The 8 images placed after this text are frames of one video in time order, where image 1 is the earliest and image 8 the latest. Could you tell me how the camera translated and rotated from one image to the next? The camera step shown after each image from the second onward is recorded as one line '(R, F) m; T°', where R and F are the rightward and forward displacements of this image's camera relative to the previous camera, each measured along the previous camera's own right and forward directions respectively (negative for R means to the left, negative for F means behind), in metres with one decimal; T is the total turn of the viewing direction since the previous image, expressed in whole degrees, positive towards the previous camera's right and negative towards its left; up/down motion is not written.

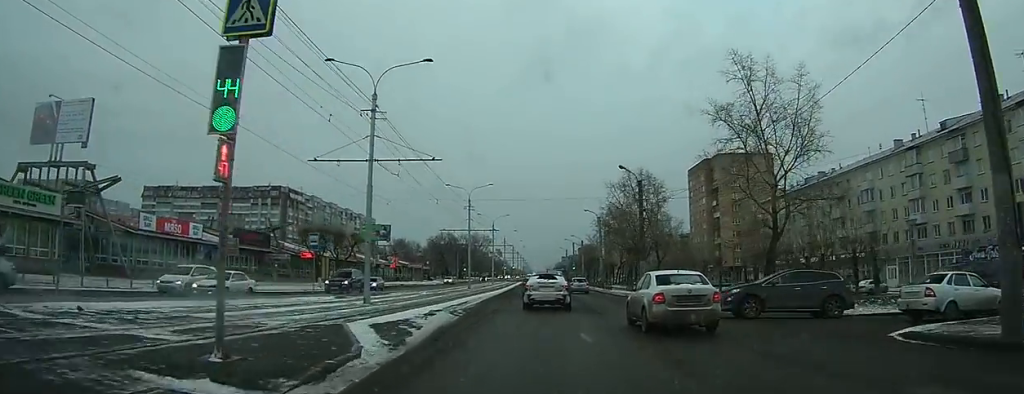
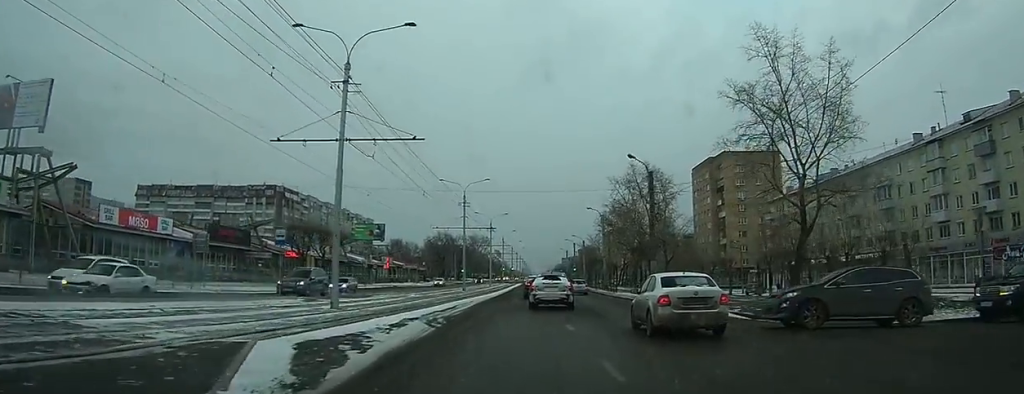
(0.0, +4.6) m; +1°
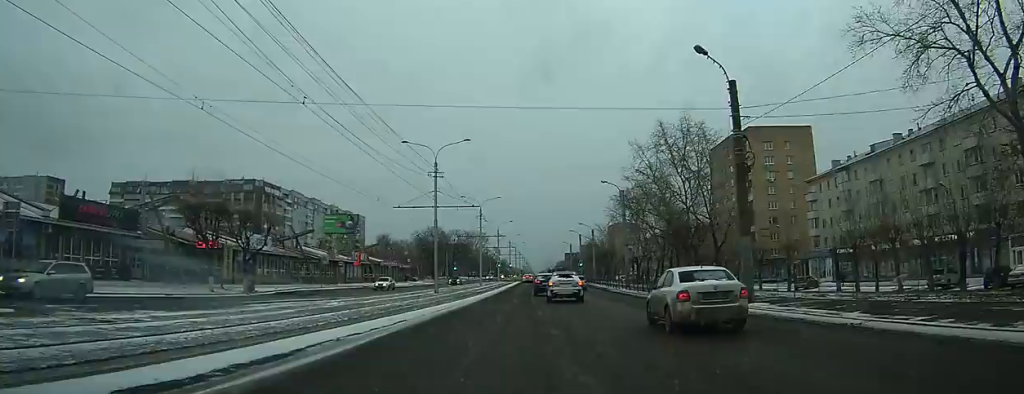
(+0.4, +18.3) m; +2°
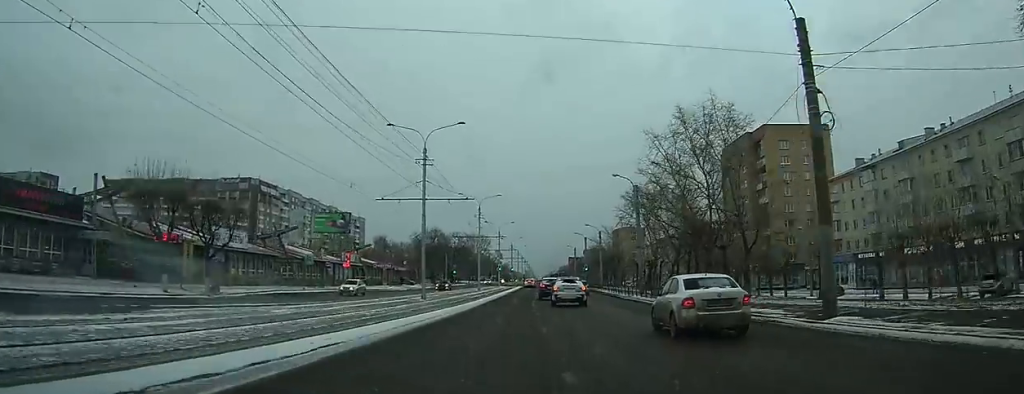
(0.0, +6.2) m; 0°
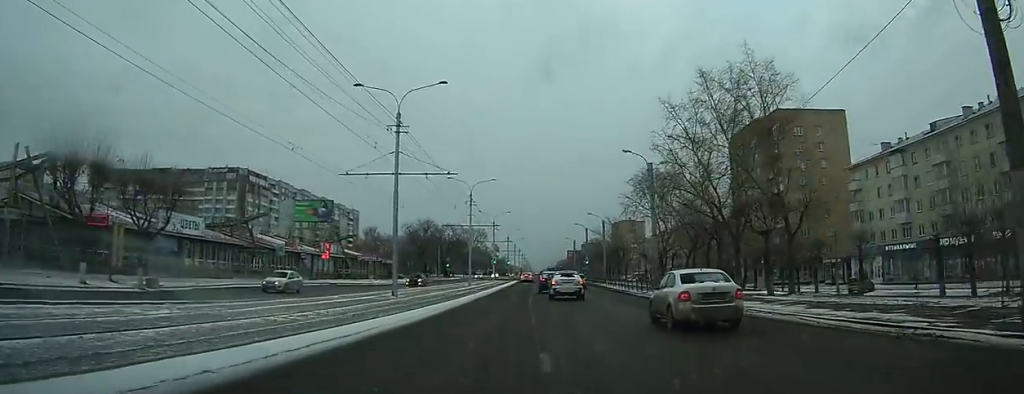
(-0.1, +7.5) m; 0°
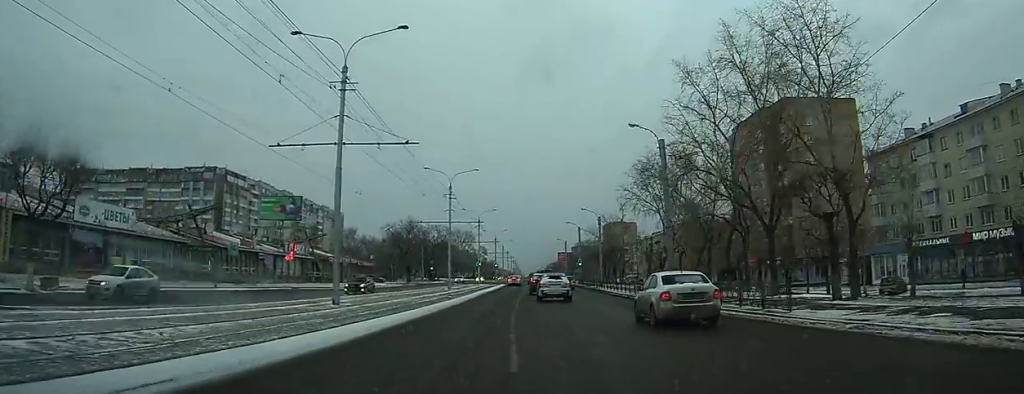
(0.0, +8.0) m; +1°
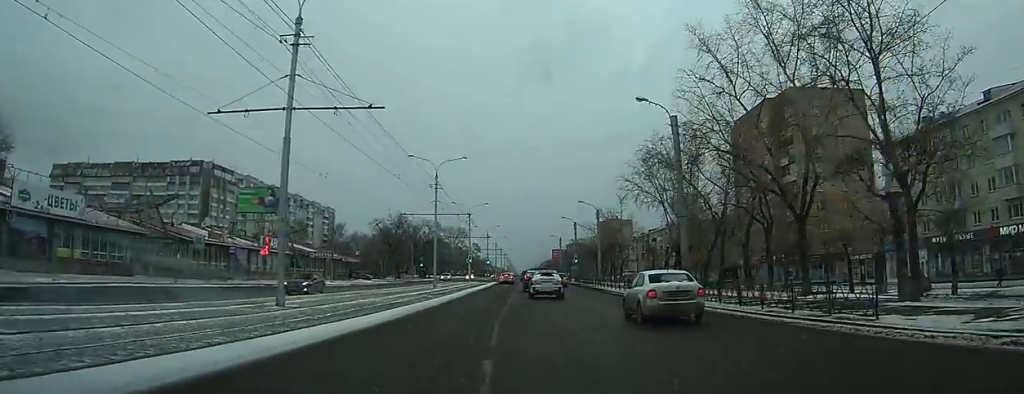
(0.0, +4.8) m; 0°
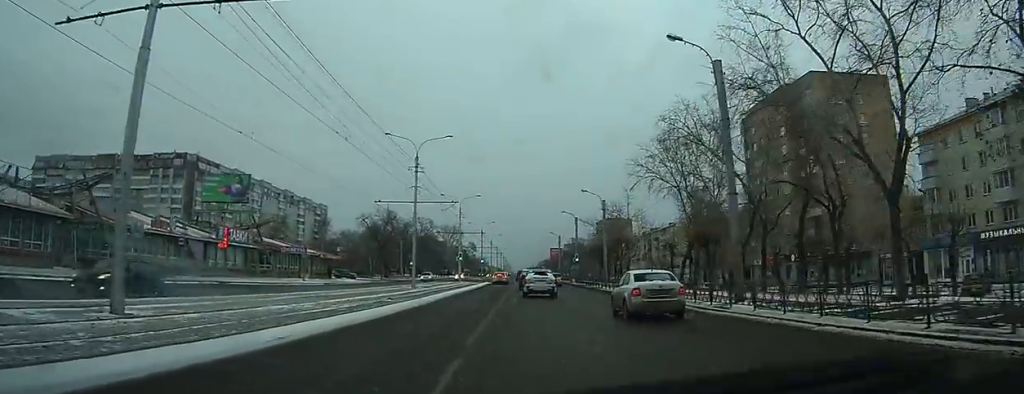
(+0.1, +8.1) m; 0°
